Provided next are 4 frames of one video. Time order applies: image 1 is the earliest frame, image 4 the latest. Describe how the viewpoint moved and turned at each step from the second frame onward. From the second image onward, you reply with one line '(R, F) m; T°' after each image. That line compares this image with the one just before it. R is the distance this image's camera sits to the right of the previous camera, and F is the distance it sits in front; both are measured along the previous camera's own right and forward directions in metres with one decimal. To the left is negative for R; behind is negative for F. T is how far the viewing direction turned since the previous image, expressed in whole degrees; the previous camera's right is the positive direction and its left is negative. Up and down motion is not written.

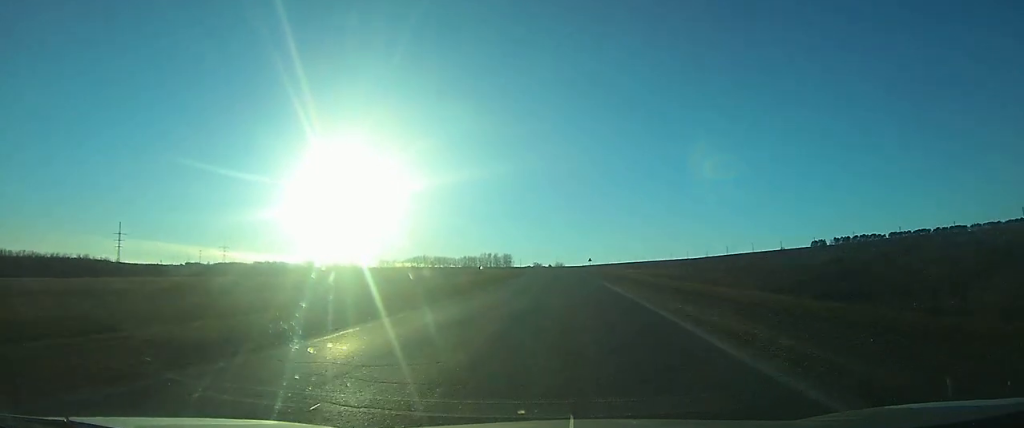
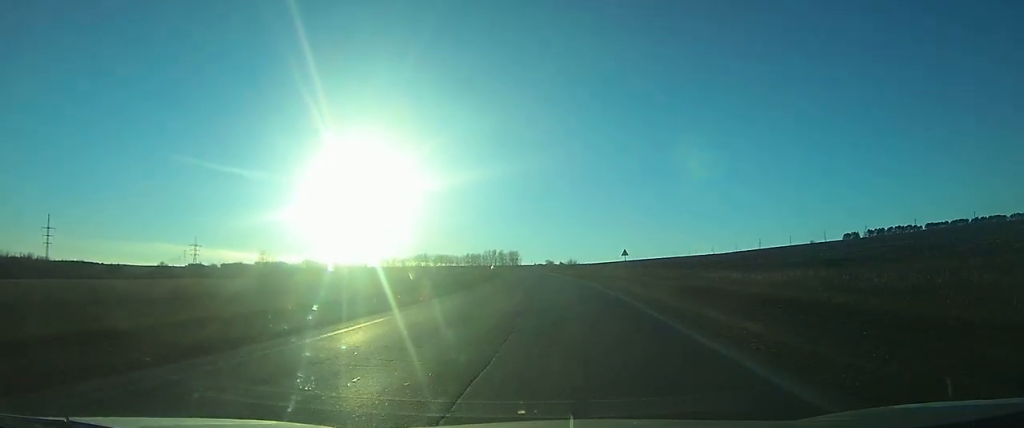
(-0.8, +53.8) m; -1°
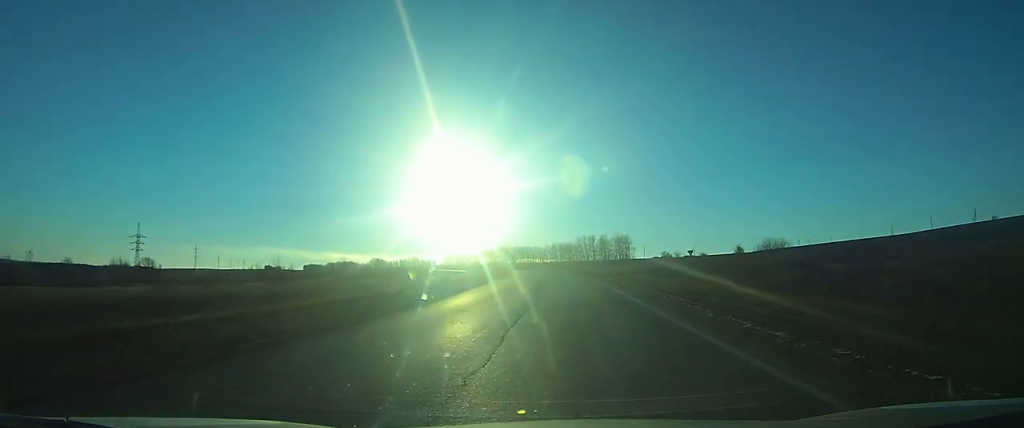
(-13.8, +161.7) m; -10°
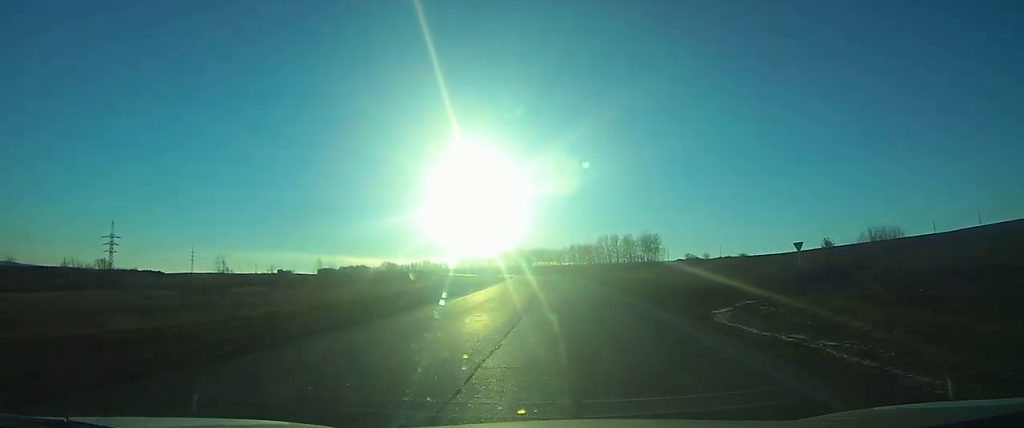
(-0.7, +30.6) m; -2°
